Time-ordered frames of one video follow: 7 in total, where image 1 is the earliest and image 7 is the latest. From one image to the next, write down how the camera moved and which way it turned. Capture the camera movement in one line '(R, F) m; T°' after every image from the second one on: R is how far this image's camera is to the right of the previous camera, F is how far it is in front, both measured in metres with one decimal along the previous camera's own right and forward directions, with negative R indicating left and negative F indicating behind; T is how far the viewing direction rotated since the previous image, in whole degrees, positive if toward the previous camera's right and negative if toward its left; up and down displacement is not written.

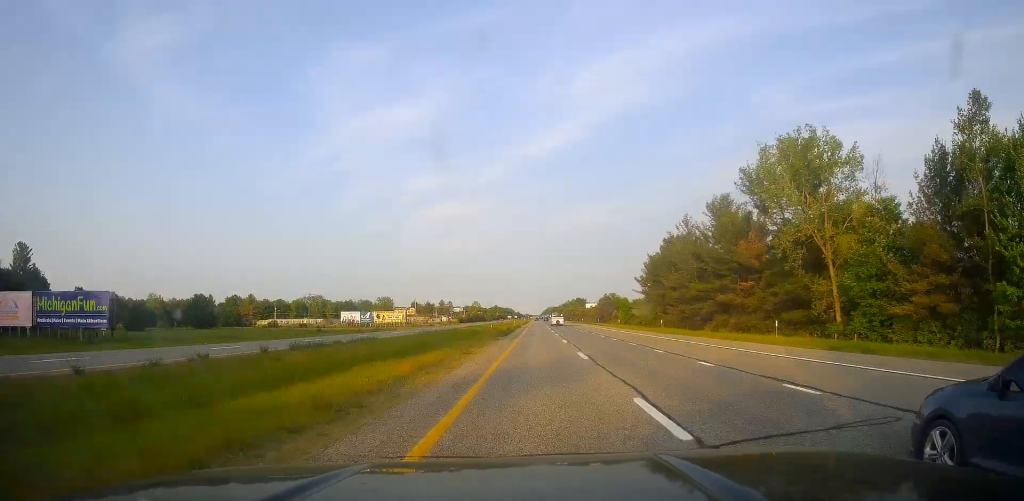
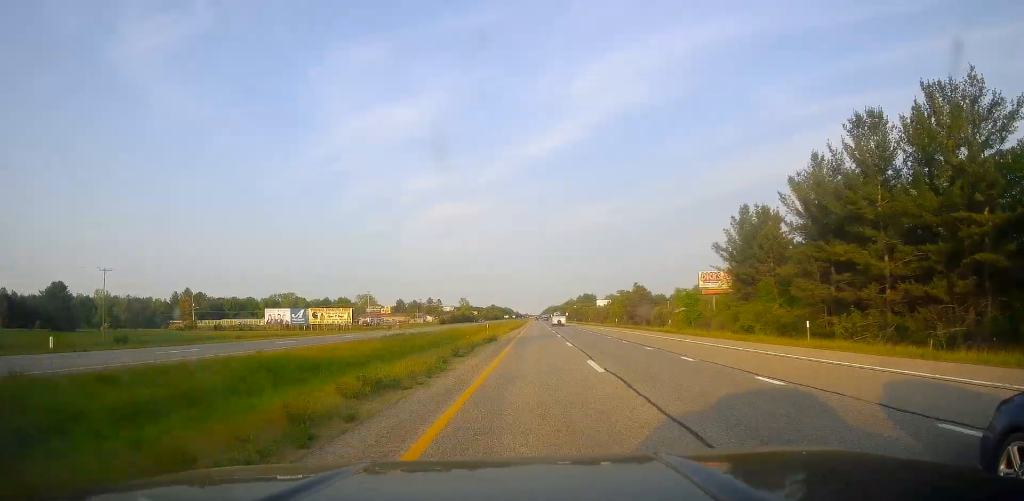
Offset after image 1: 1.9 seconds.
(-0.6, +67.1) m; -1°
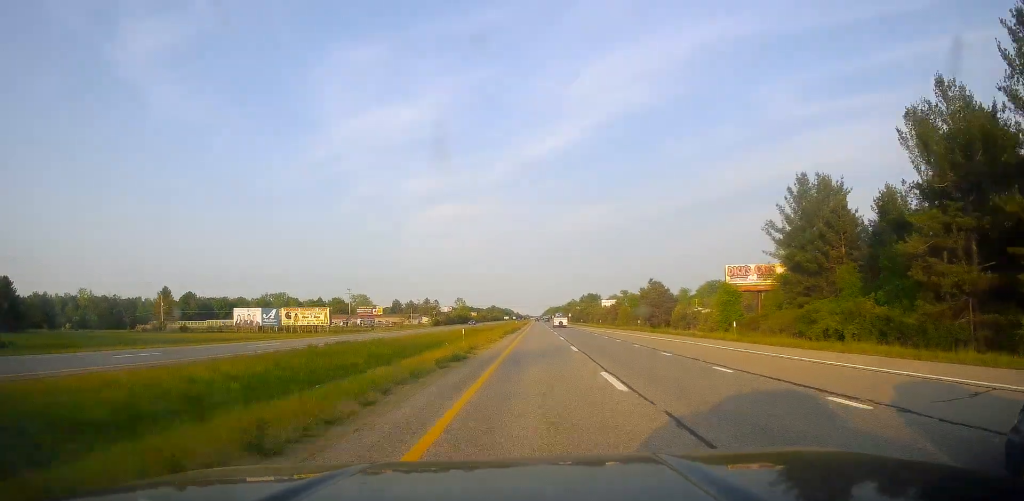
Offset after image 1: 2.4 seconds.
(0.0, +19.1) m; 0°
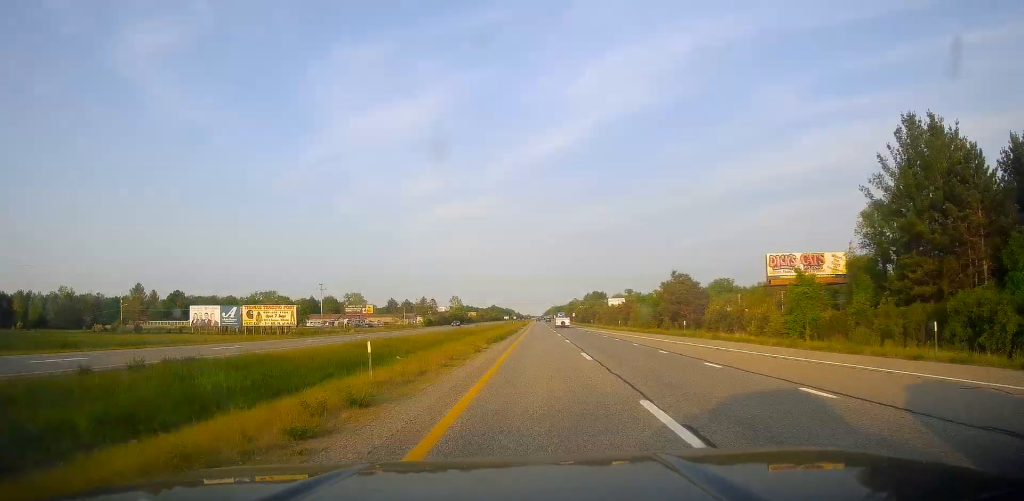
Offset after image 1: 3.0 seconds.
(0.0, +21.5) m; 0°
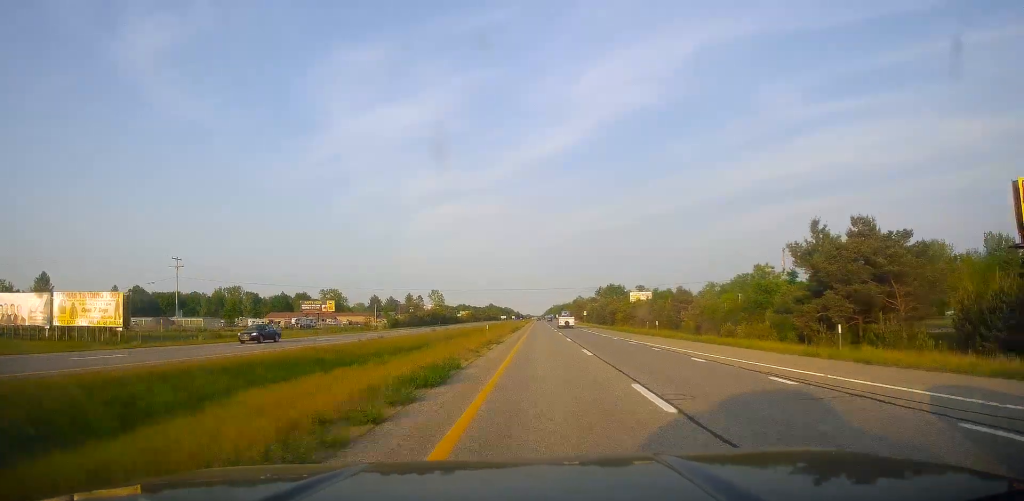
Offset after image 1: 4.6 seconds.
(0.0, +58.5) m; 0°
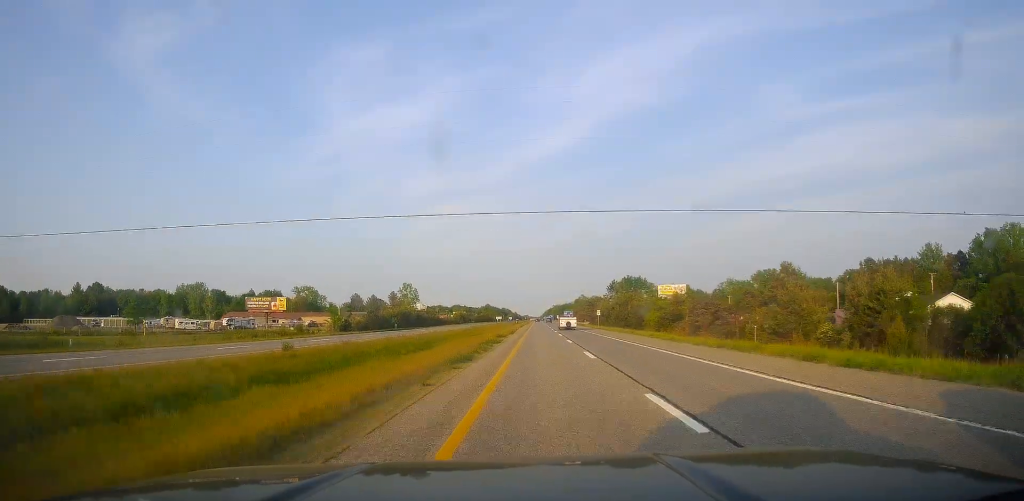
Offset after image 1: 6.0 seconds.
(+0.4, +47.8) m; +1°
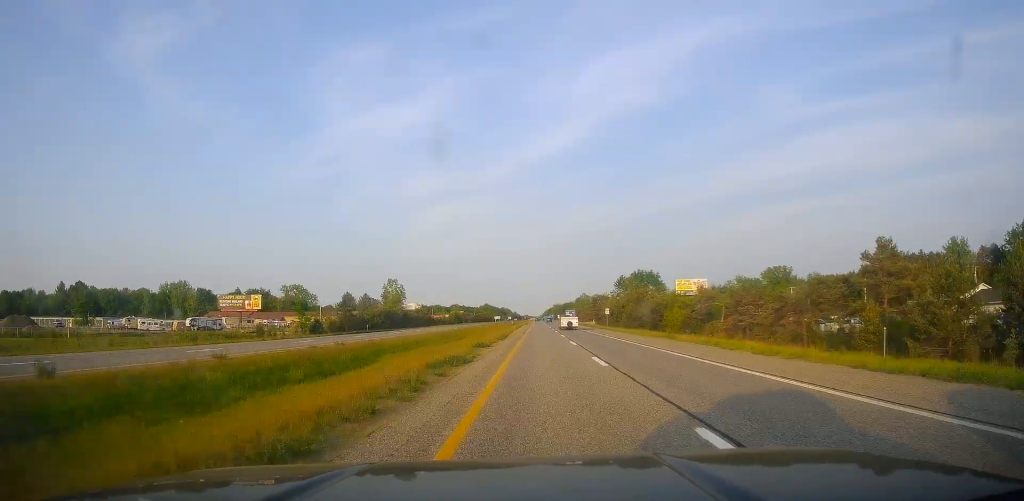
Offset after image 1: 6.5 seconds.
(+0.2, +19.1) m; 0°
